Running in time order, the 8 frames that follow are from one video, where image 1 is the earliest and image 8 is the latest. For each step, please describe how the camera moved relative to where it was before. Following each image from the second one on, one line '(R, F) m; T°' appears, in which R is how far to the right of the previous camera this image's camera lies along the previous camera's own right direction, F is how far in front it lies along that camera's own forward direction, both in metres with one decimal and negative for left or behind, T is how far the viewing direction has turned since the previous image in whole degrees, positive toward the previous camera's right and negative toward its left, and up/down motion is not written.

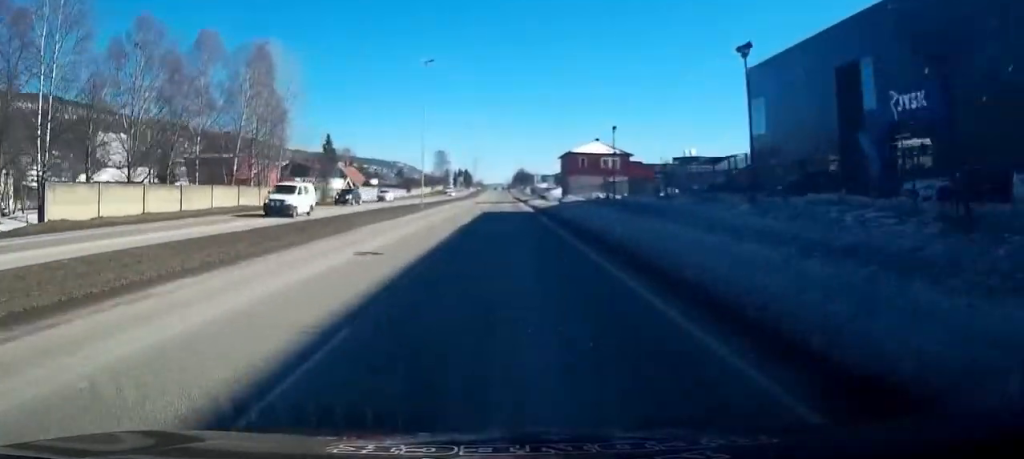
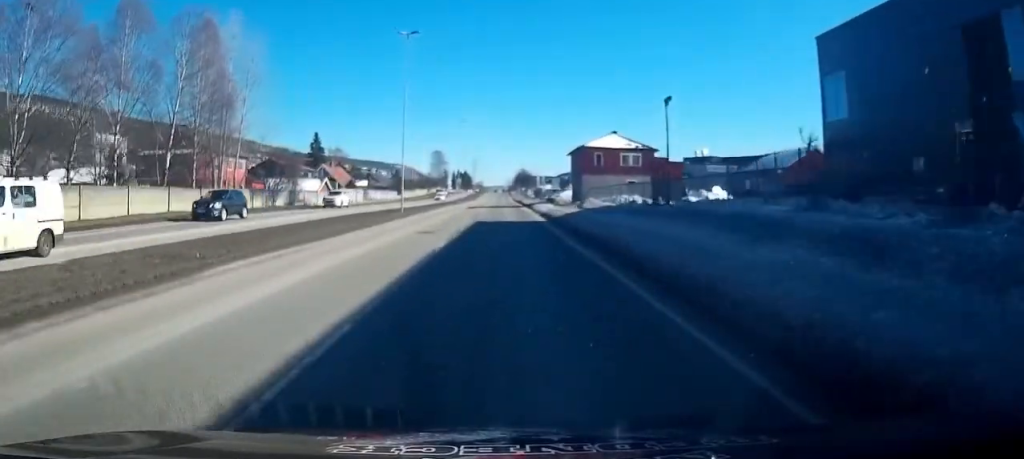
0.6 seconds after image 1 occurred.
(-0.1, +11.4) m; +1°
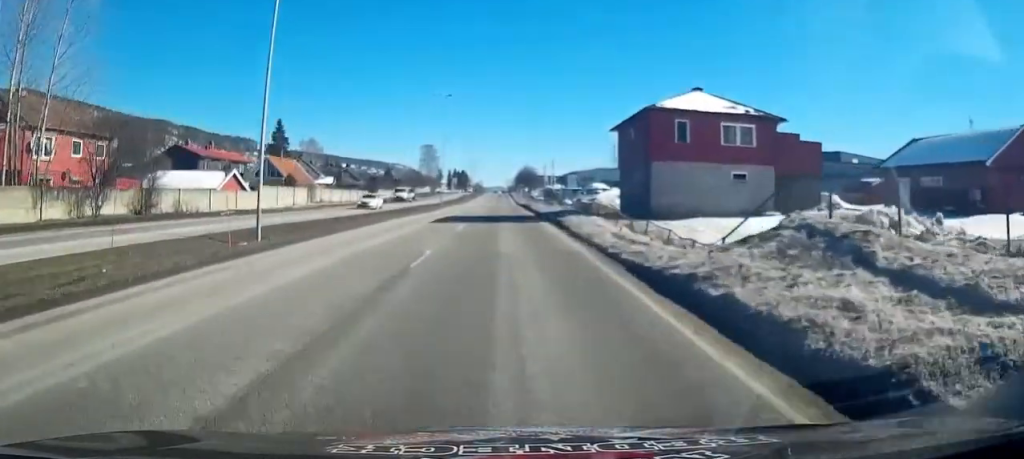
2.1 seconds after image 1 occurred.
(+0.6, +27.9) m; +1°
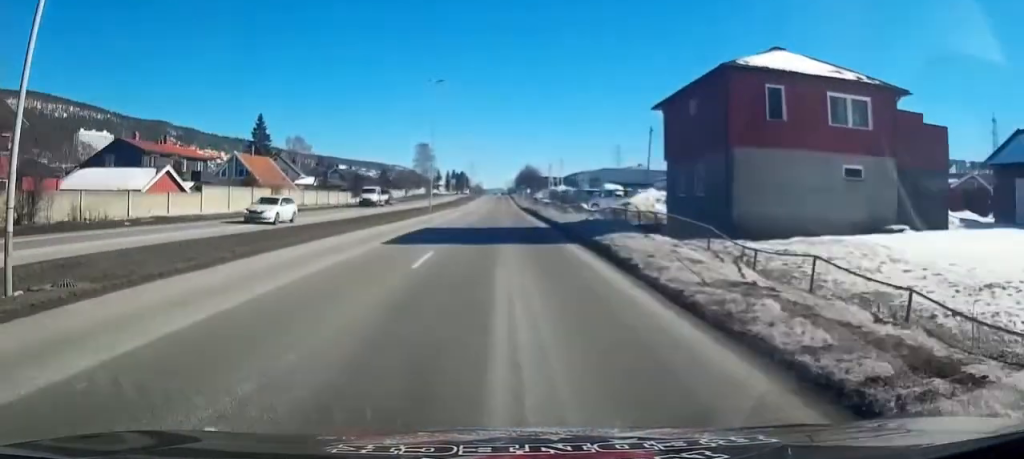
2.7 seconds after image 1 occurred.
(0.0, +11.4) m; 0°
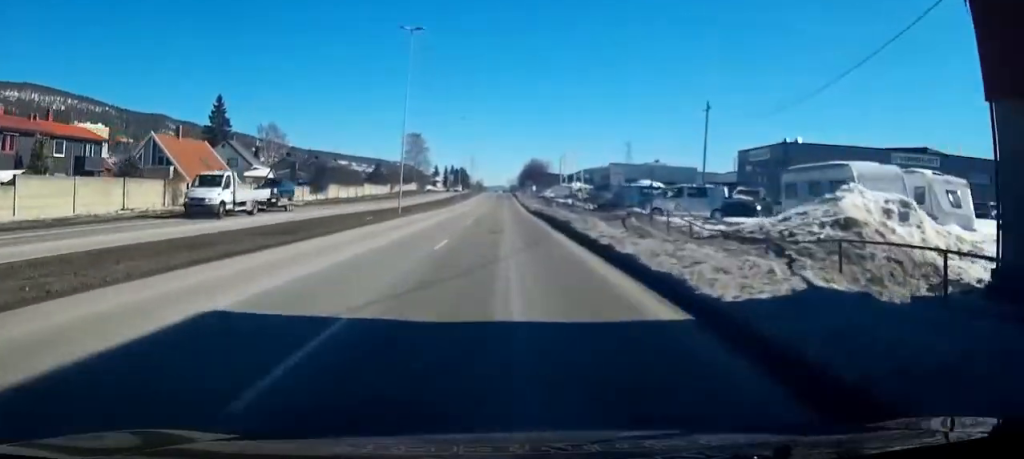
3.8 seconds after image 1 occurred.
(-0.1, +20.3) m; 0°
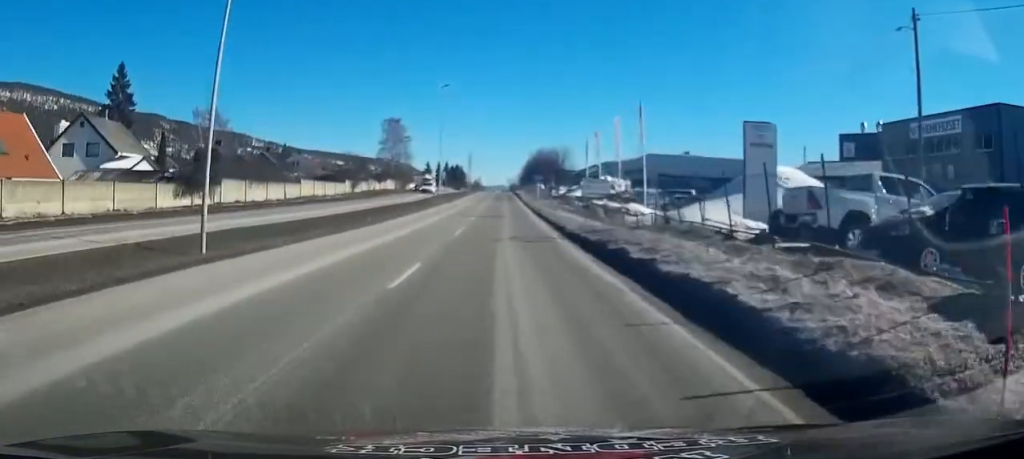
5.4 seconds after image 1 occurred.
(+0.4, +30.2) m; +2°
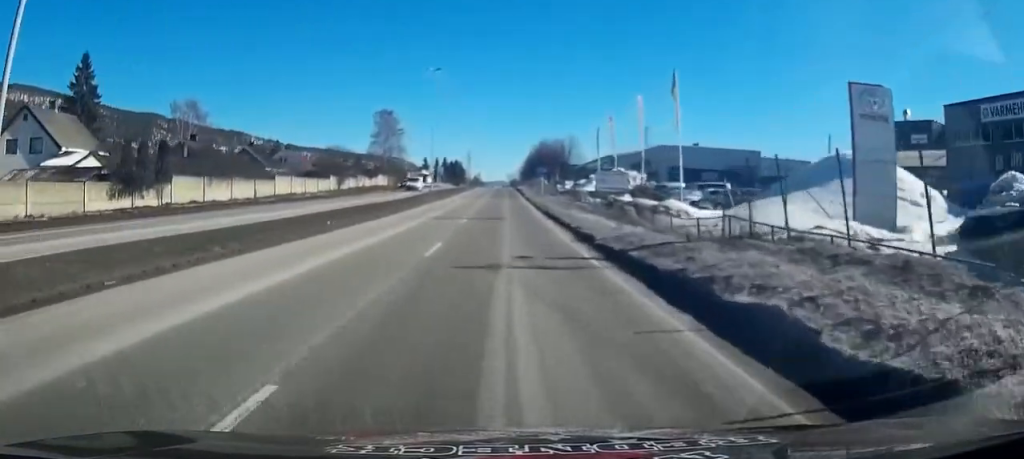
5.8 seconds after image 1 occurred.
(+0.1, +7.8) m; 0°
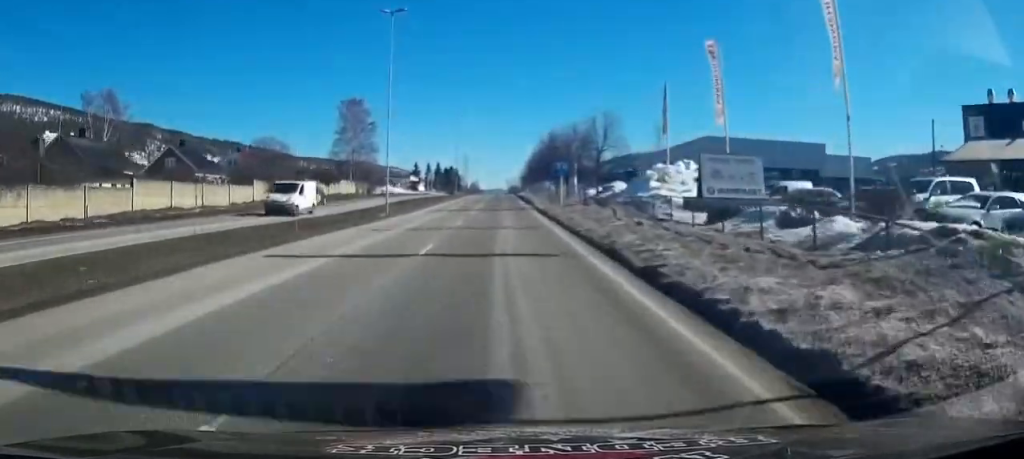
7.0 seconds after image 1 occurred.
(-0.2, +24.4) m; -2°
